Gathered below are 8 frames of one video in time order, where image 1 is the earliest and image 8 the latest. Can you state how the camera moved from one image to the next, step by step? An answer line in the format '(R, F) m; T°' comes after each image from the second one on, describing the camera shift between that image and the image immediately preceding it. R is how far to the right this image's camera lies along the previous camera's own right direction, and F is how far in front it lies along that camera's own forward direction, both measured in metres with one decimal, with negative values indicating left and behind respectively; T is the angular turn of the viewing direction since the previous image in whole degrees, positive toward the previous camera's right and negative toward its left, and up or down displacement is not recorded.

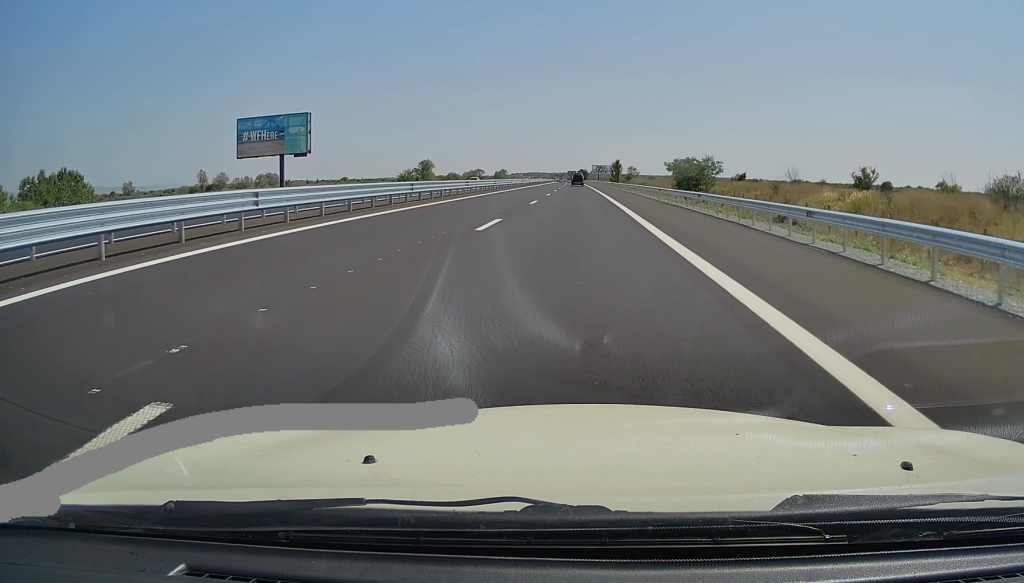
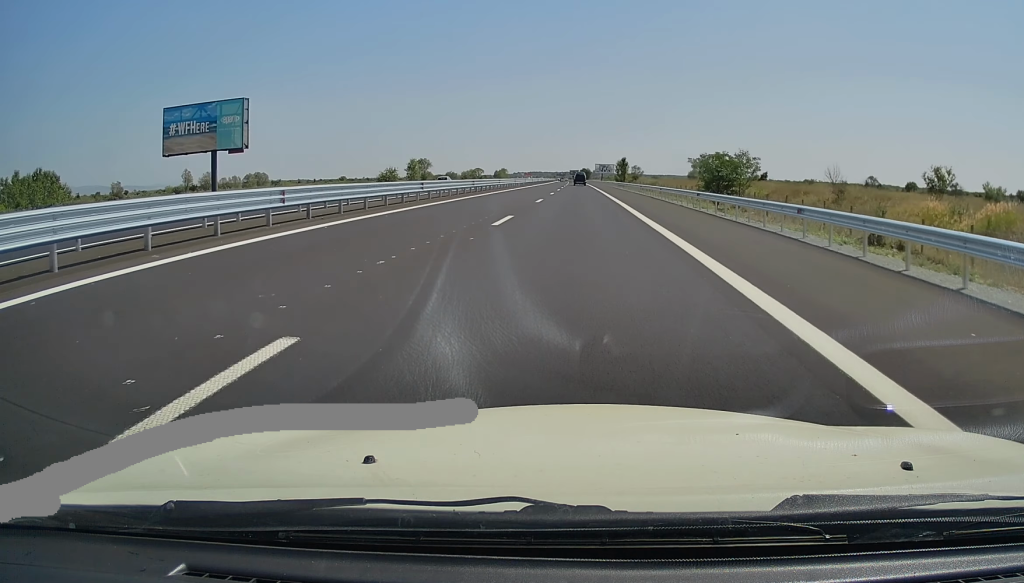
(-0.1, +14.7) m; 0°
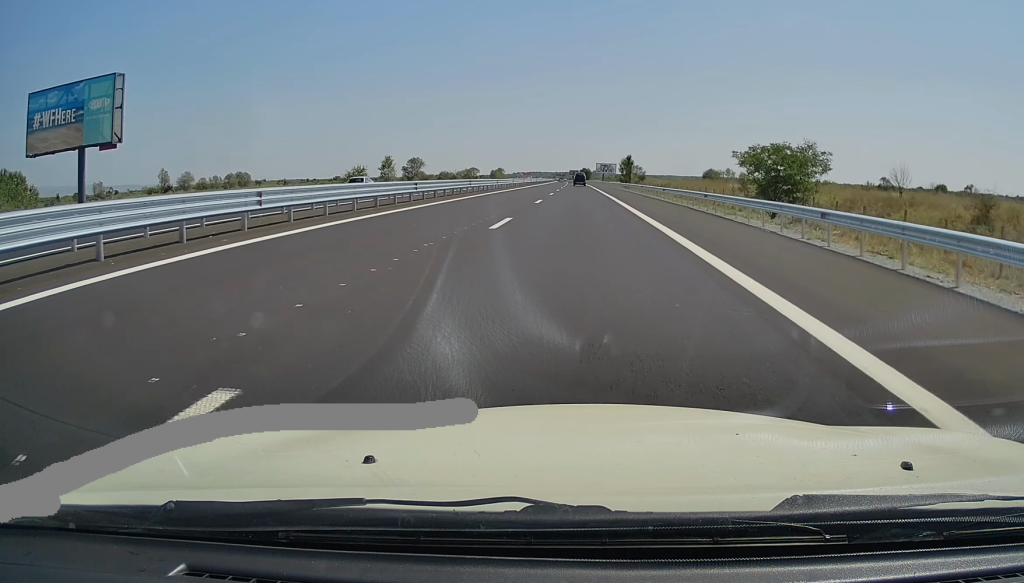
(0.0, +17.5) m; 0°
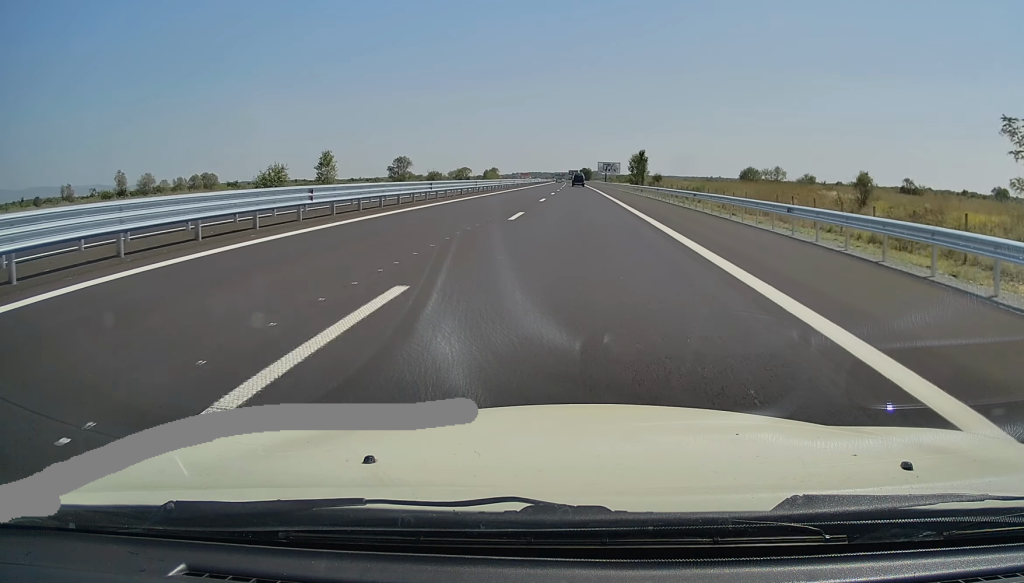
(0.0, +28.6) m; 0°
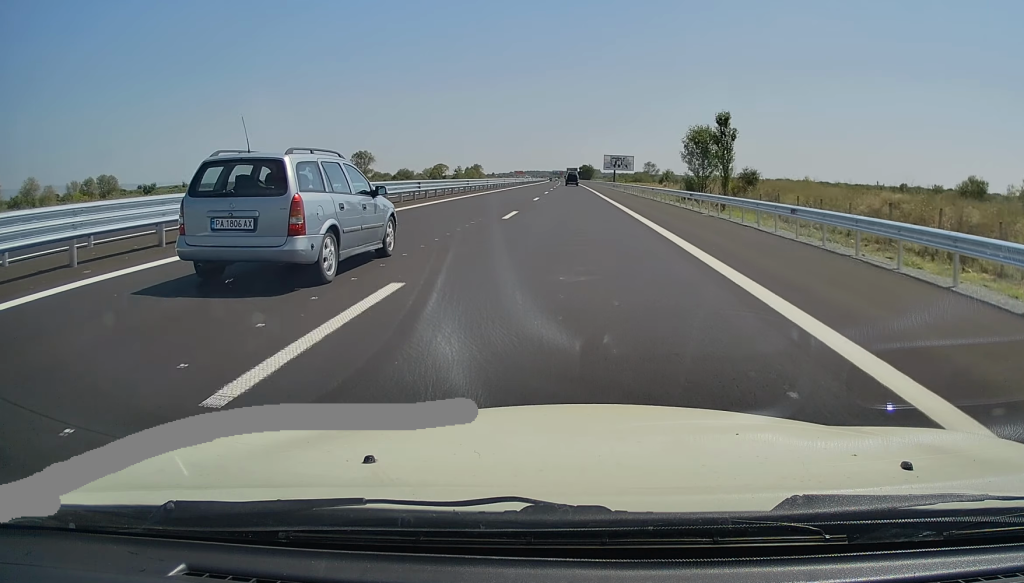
(0.0, +64.7) m; 0°
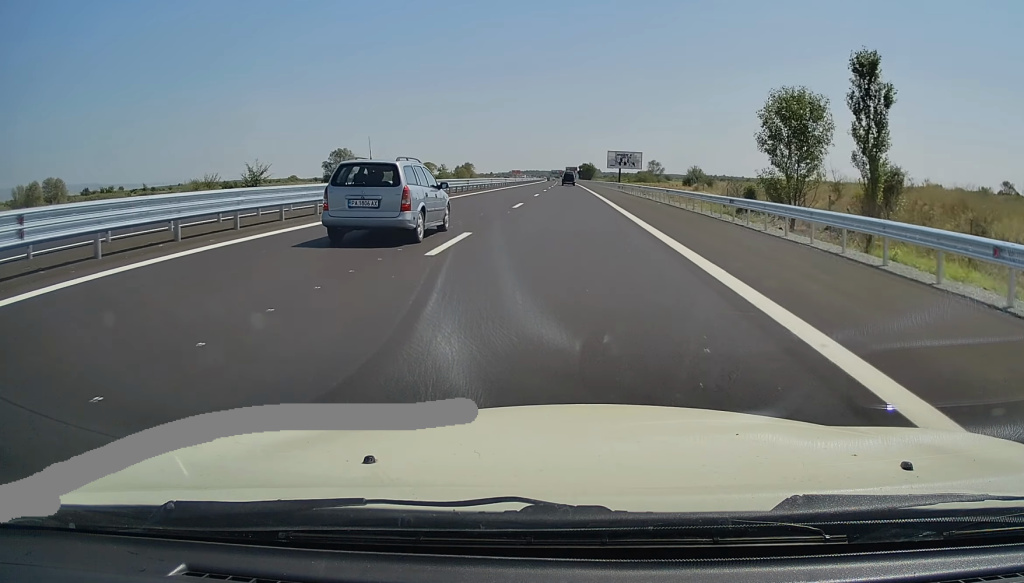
(0.0, +25.6) m; -1°
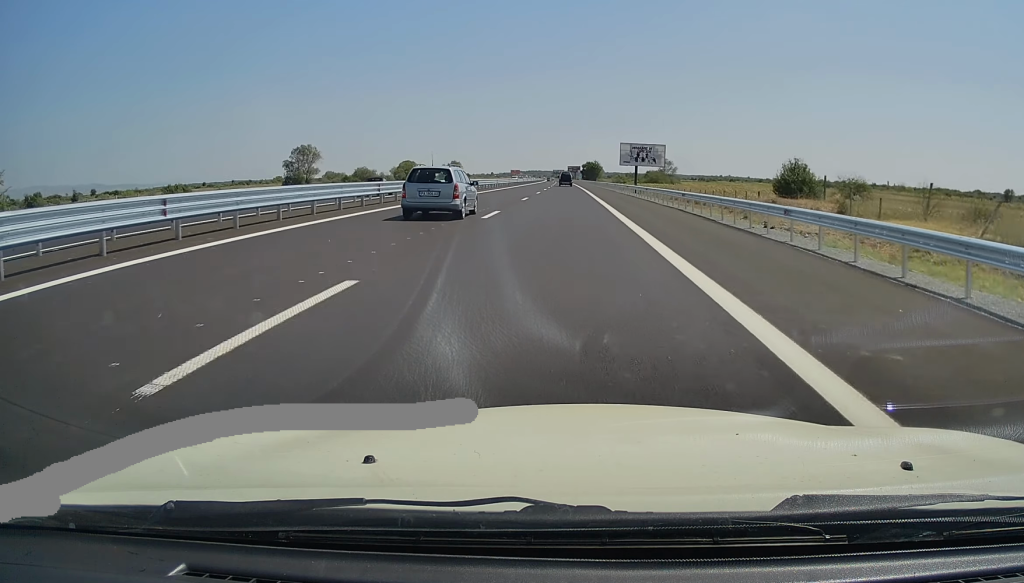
(-0.2, +39.2) m; 0°
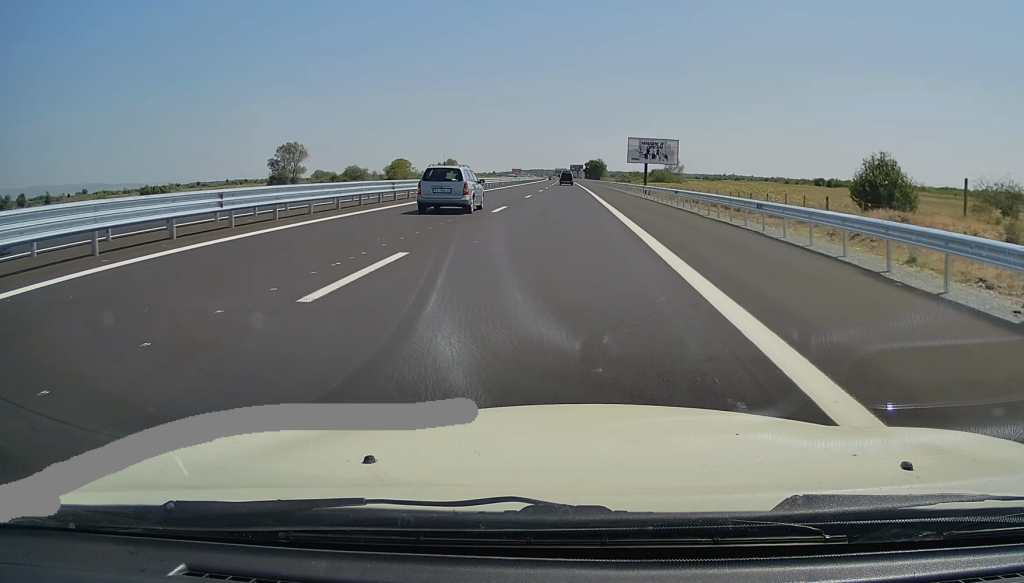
(+0.2, +13.5) m; 0°
